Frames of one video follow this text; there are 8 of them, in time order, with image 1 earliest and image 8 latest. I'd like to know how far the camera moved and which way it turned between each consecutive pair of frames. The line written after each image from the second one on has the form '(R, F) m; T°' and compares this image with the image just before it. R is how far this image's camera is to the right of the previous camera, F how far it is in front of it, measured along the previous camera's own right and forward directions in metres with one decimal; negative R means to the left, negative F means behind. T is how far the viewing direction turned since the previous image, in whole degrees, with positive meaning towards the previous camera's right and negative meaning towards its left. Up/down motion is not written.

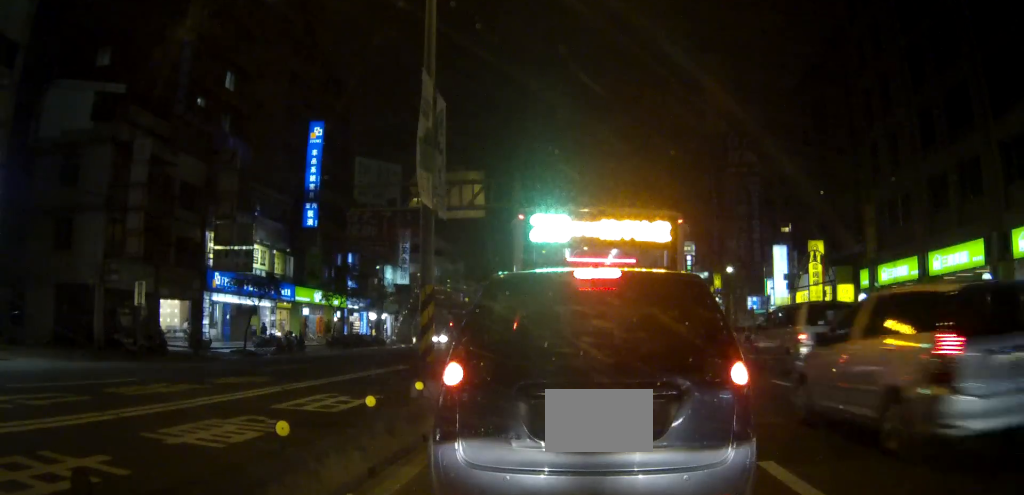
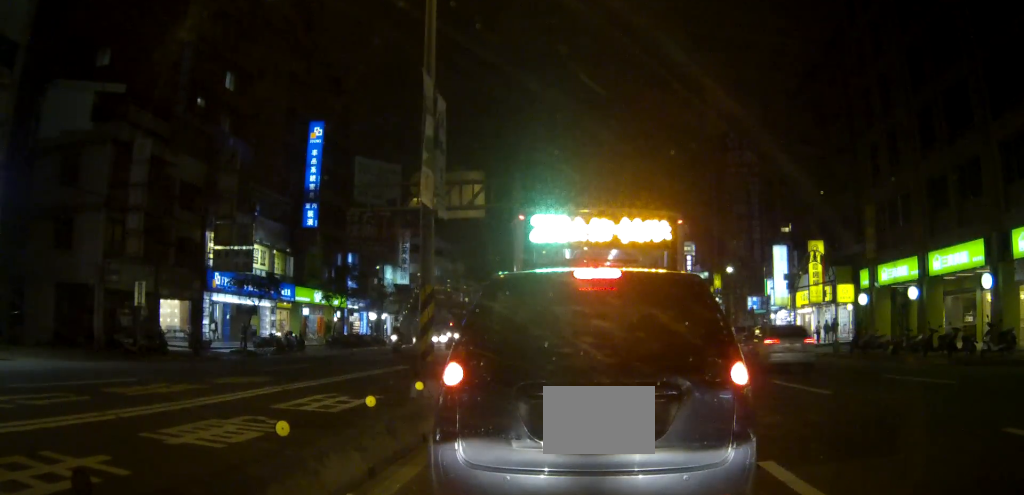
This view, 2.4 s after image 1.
(-0.2, +0.2) m; 0°
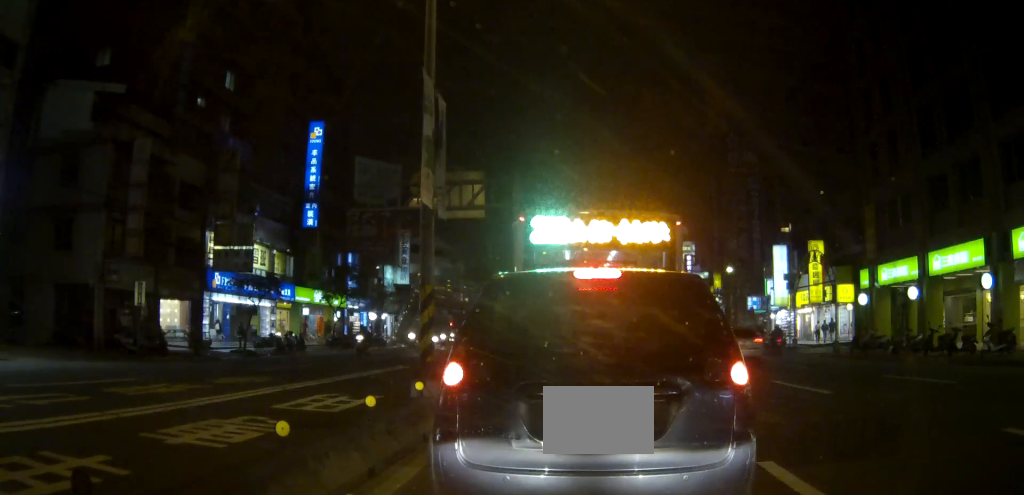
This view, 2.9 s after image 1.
(0.0, 0.0) m; 0°
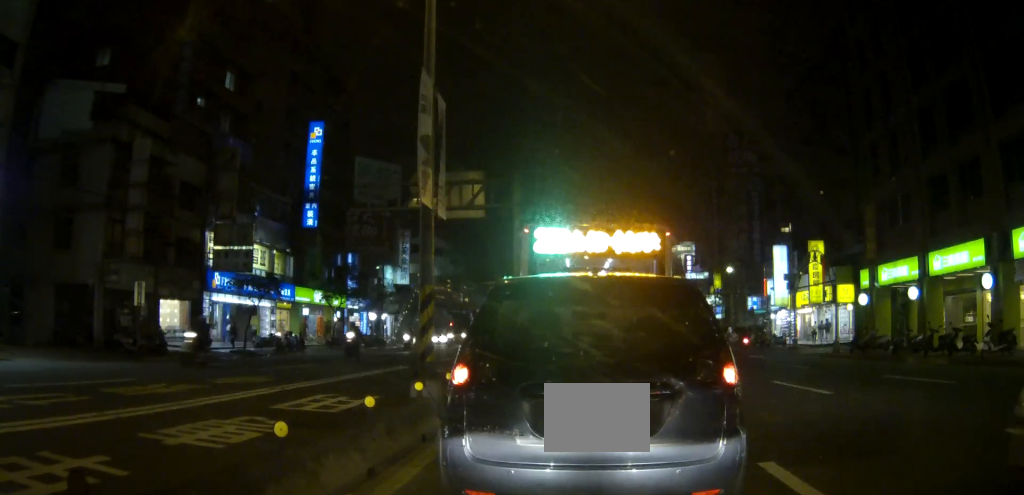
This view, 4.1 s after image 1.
(-0.3, +0.6) m; 0°
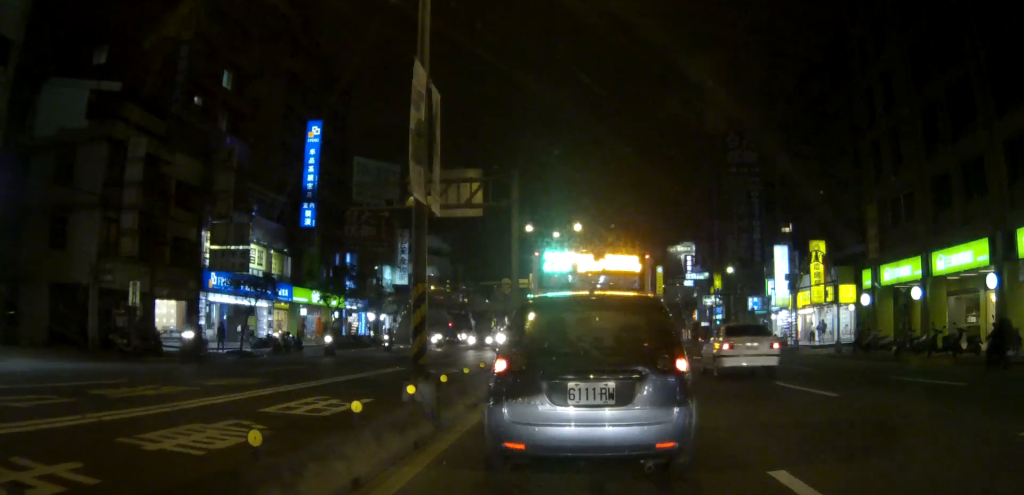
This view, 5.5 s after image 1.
(-0.3, +1.2) m; 0°
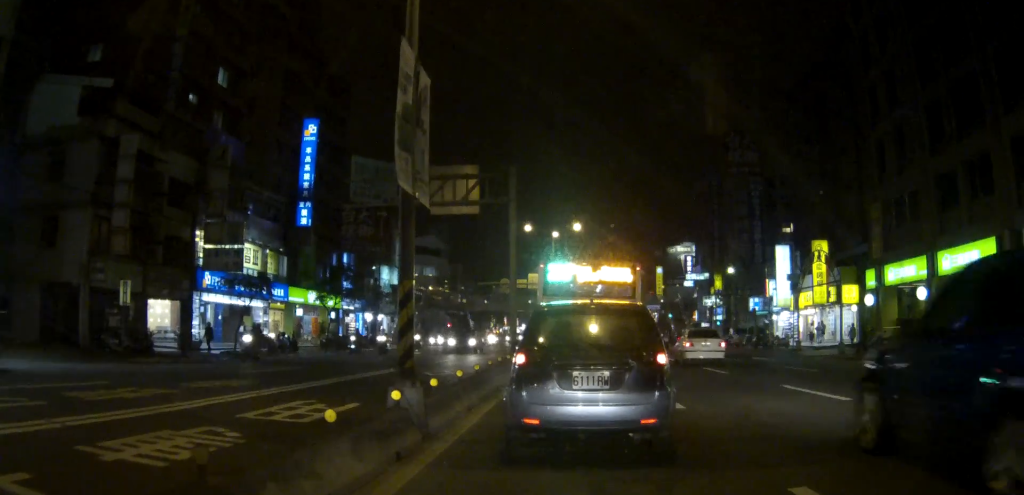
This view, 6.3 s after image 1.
(-0.1, +0.9) m; 0°
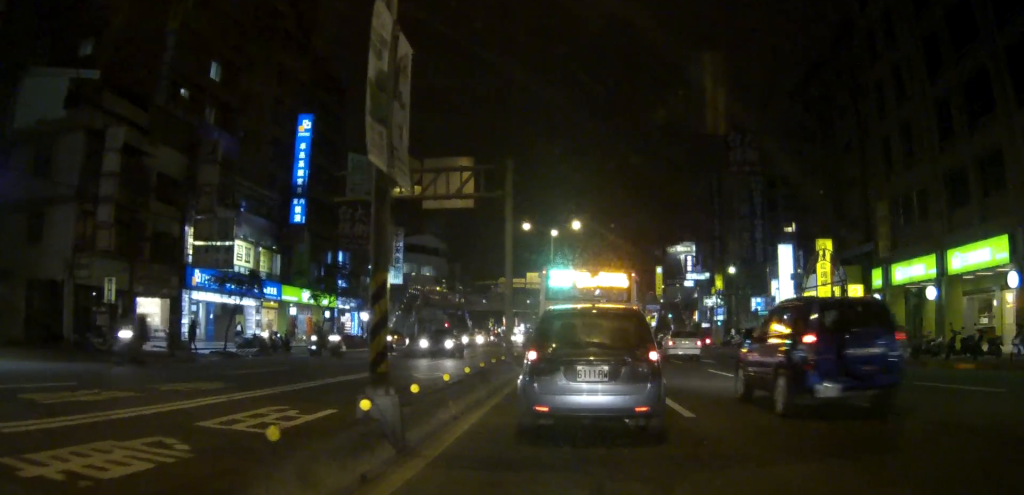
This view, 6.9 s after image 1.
(0.0, +0.9) m; +1°
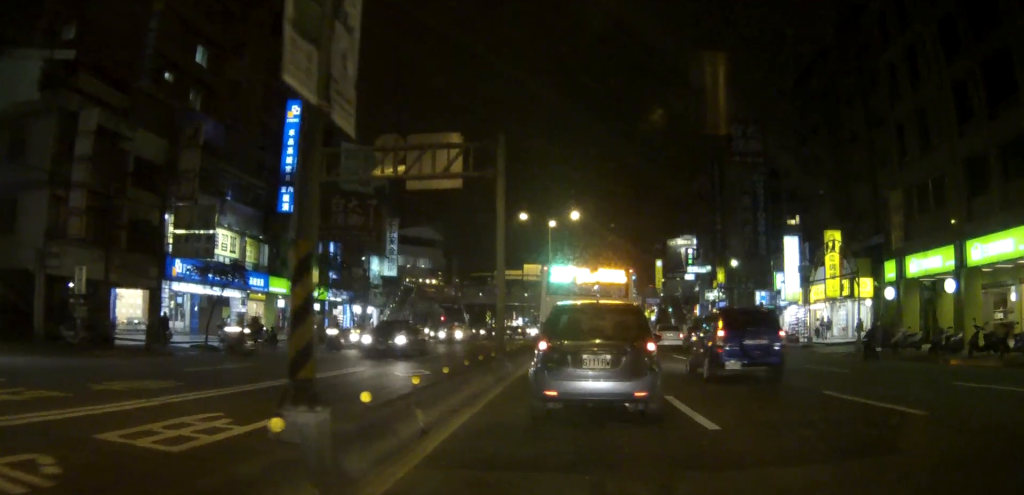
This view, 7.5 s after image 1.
(0.0, +1.5) m; 0°
